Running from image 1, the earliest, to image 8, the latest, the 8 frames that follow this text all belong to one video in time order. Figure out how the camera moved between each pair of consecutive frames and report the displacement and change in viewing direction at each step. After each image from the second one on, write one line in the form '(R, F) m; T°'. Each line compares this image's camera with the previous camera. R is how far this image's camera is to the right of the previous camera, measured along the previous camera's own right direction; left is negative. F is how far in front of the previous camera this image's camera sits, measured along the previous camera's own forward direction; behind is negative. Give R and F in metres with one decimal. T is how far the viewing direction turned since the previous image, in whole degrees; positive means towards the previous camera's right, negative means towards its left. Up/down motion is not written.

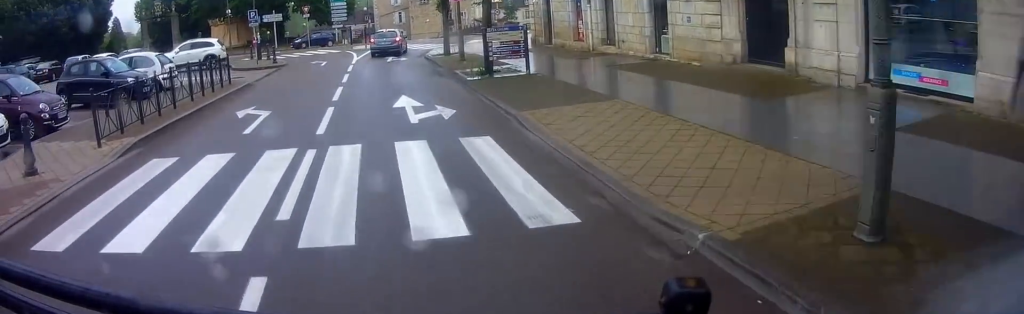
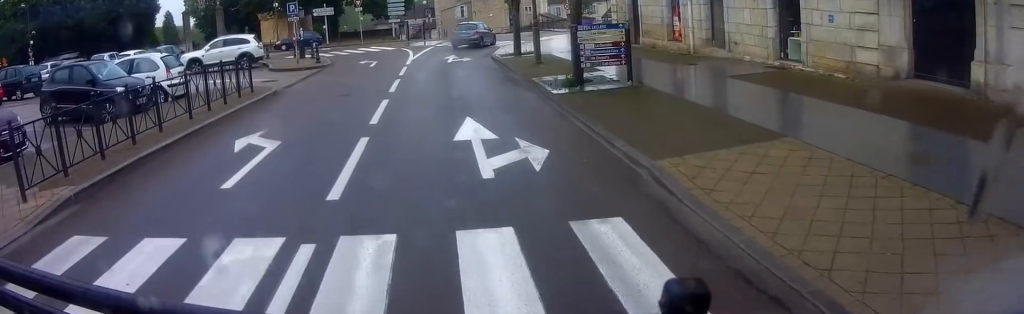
(0.0, +3.6) m; -5°
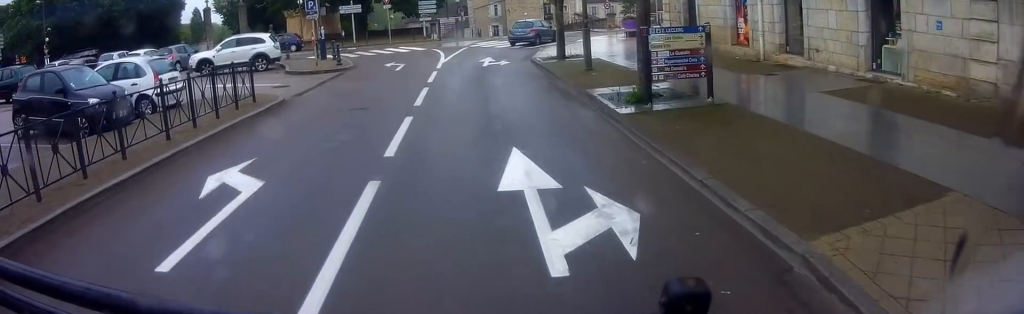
(-0.2, +2.5) m; -3°
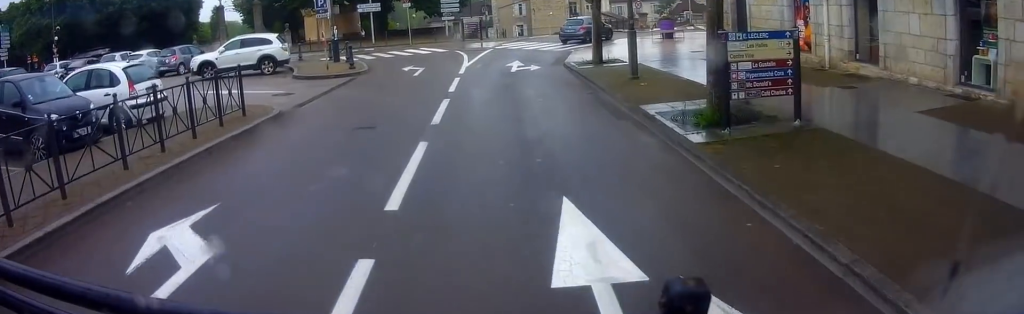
(-0.1, +2.2) m; -2°
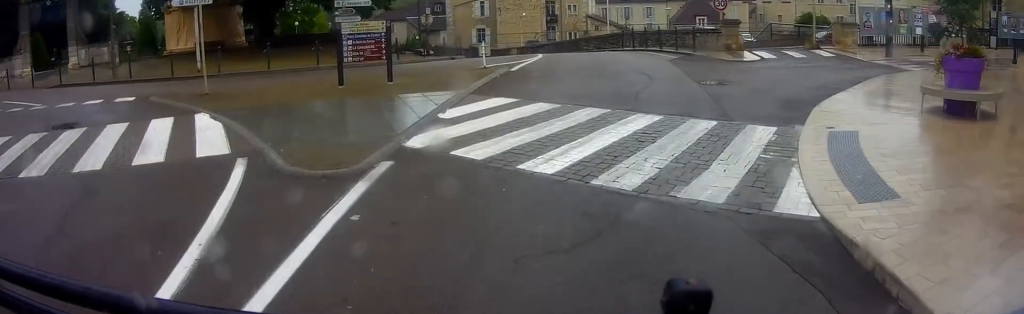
(-1.5, +20.6) m; +5°
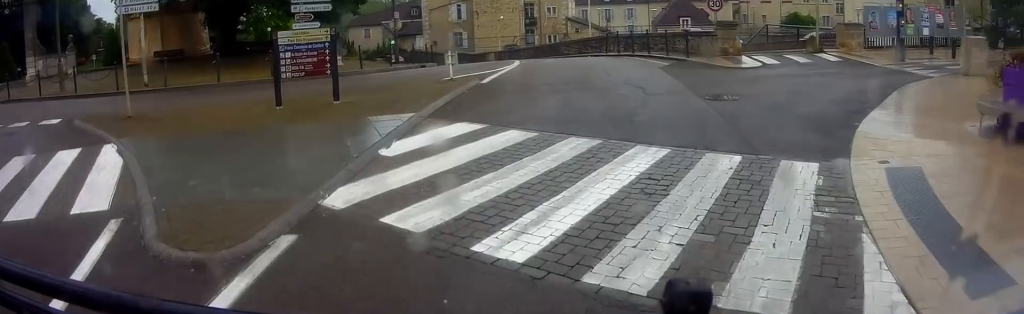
(+0.2, +2.1) m; +4°
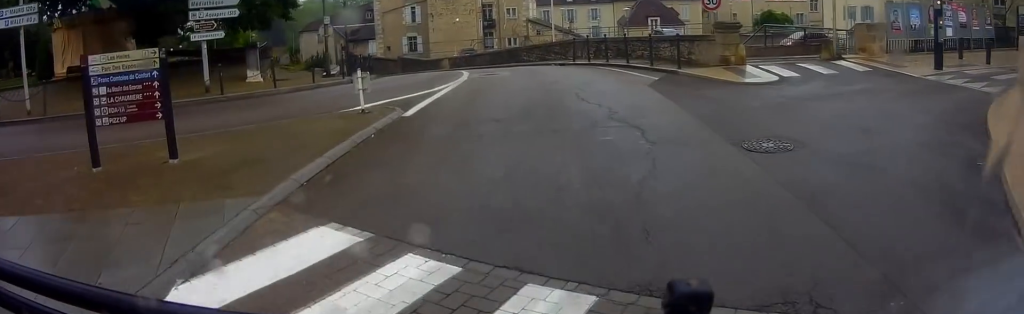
(+0.3, +4.1) m; +7°
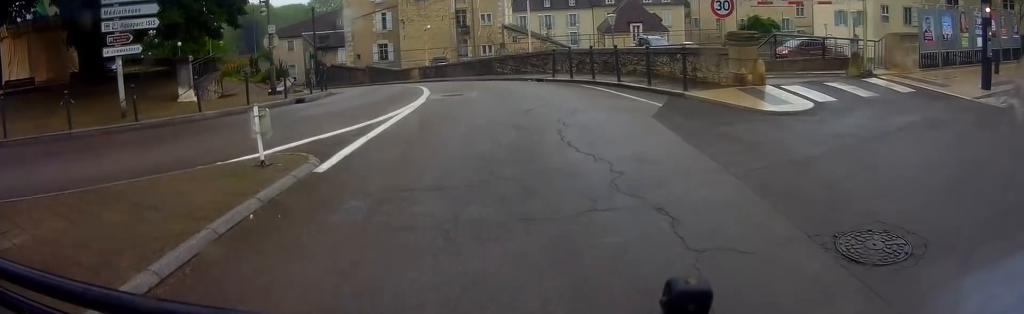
(+0.2, +3.0) m; 0°
